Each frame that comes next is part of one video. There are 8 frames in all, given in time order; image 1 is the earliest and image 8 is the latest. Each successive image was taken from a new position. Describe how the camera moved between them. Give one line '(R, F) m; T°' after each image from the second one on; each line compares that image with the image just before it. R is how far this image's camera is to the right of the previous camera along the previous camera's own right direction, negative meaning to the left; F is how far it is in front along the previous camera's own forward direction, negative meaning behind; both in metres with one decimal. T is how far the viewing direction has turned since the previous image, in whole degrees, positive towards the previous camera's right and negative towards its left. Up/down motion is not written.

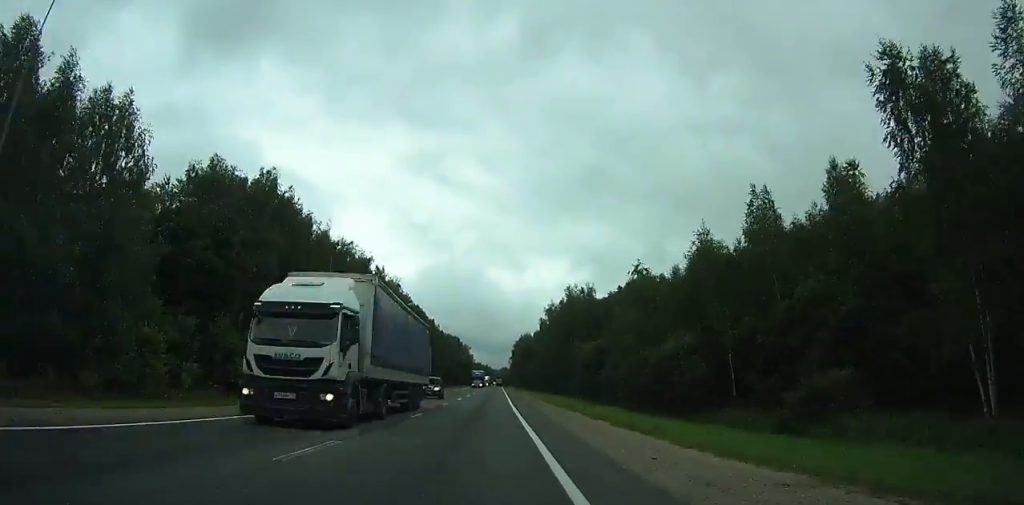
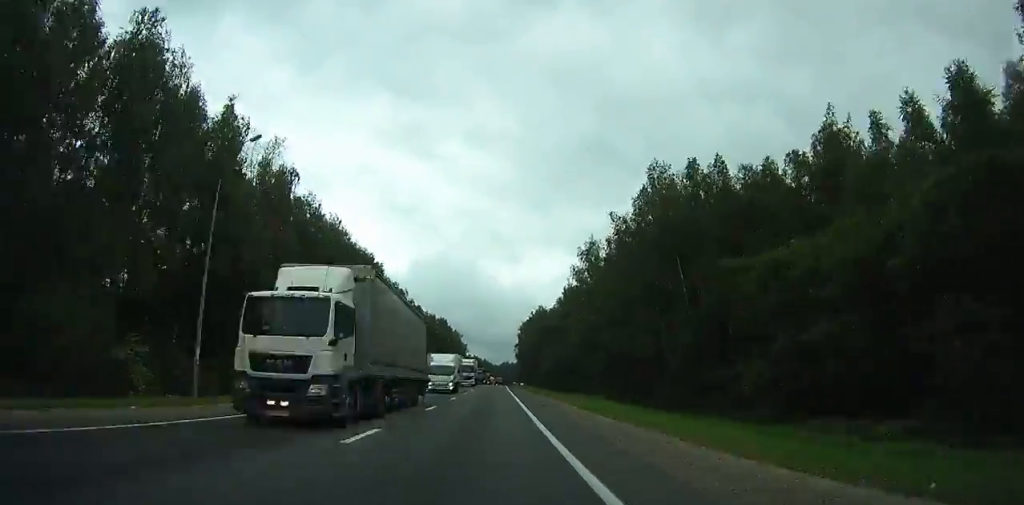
(+0.8, +81.2) m; 0°
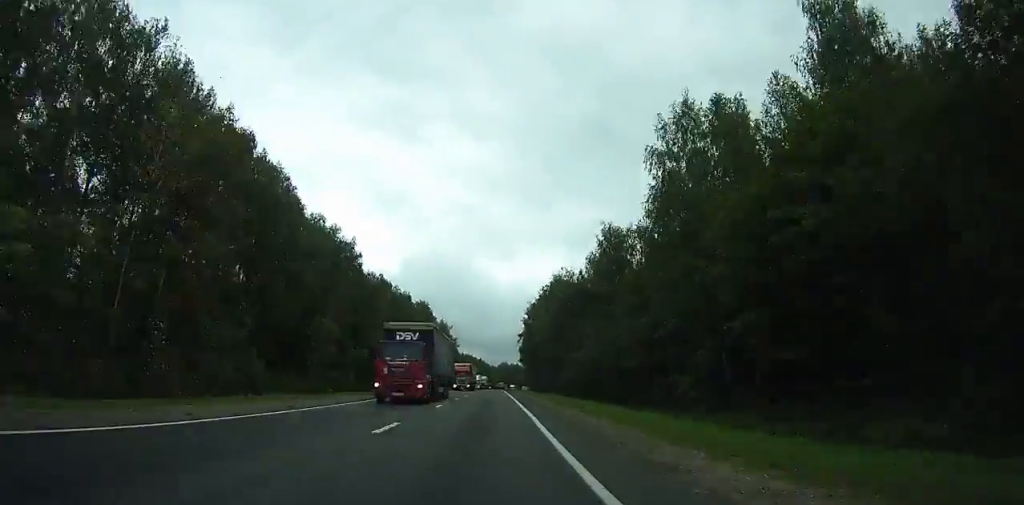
(-0.8, +56.2) m; -1°
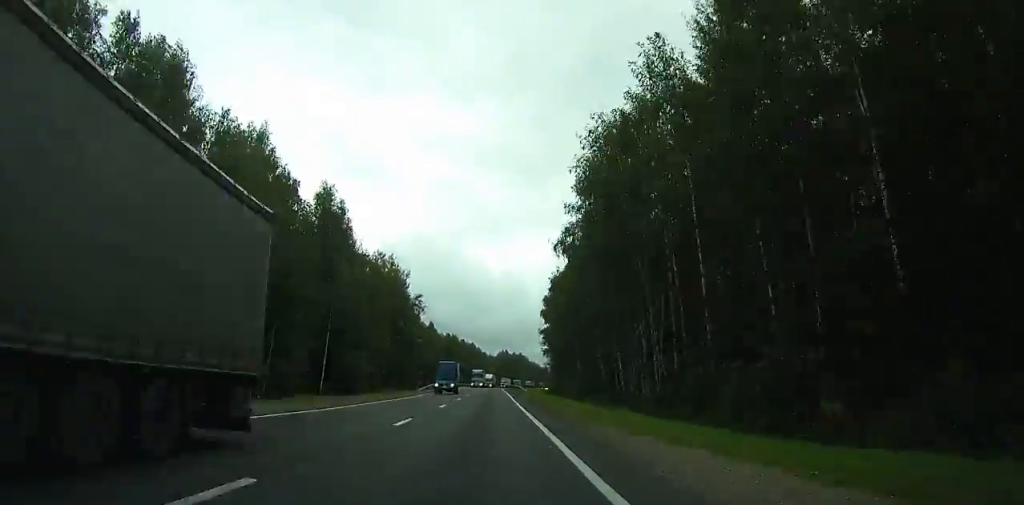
(-0.5, +105.5) m; 0°
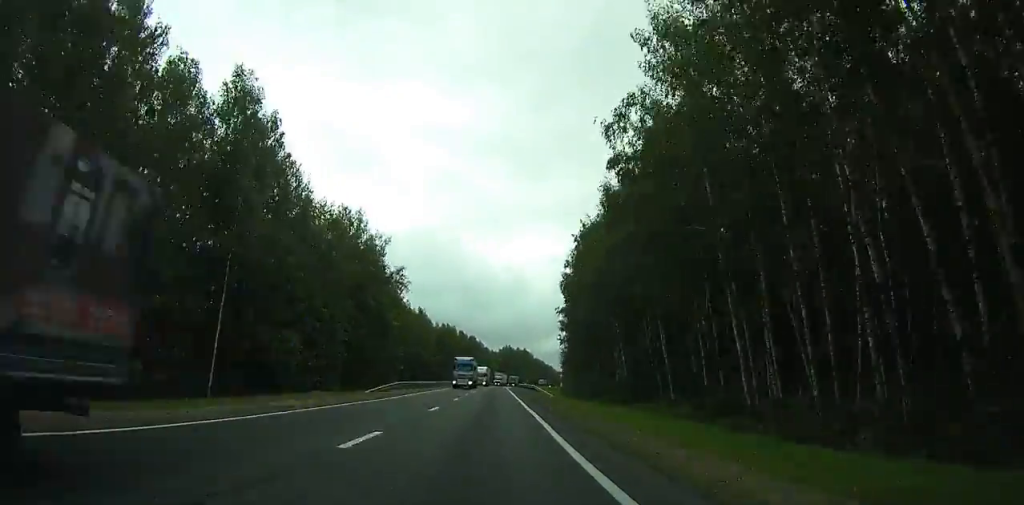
(+0.1, +29.7) m; 0°
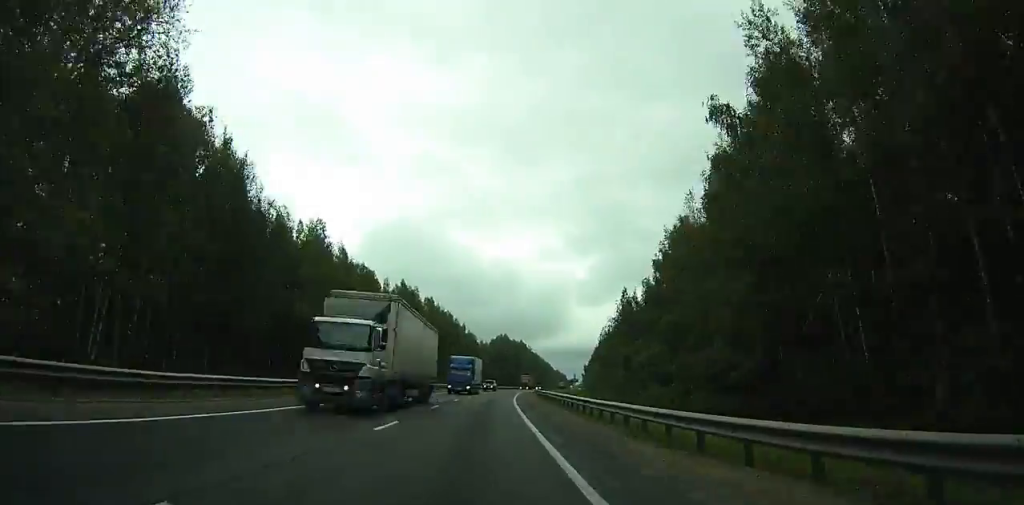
(+0.6, +80.0) m; +1°
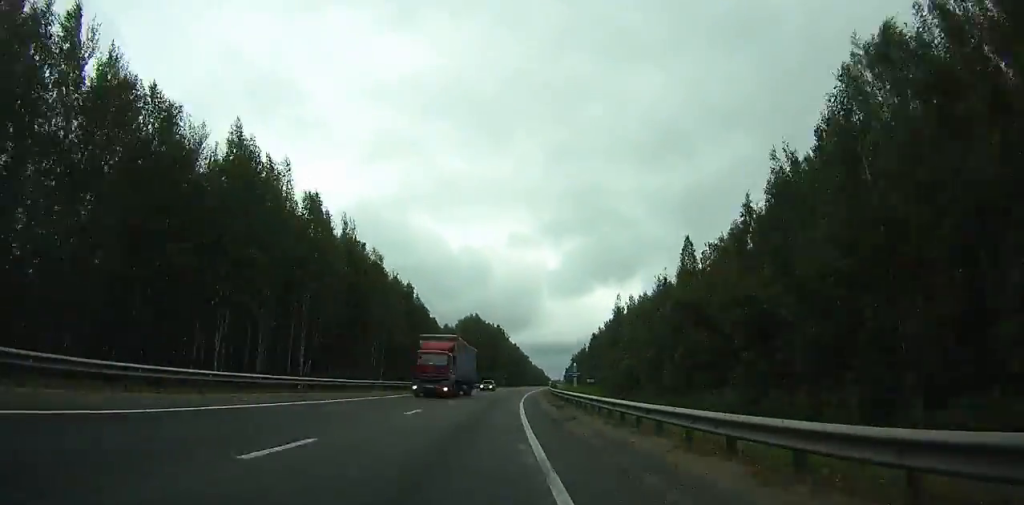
(+0.4, +67.2) m; +2°
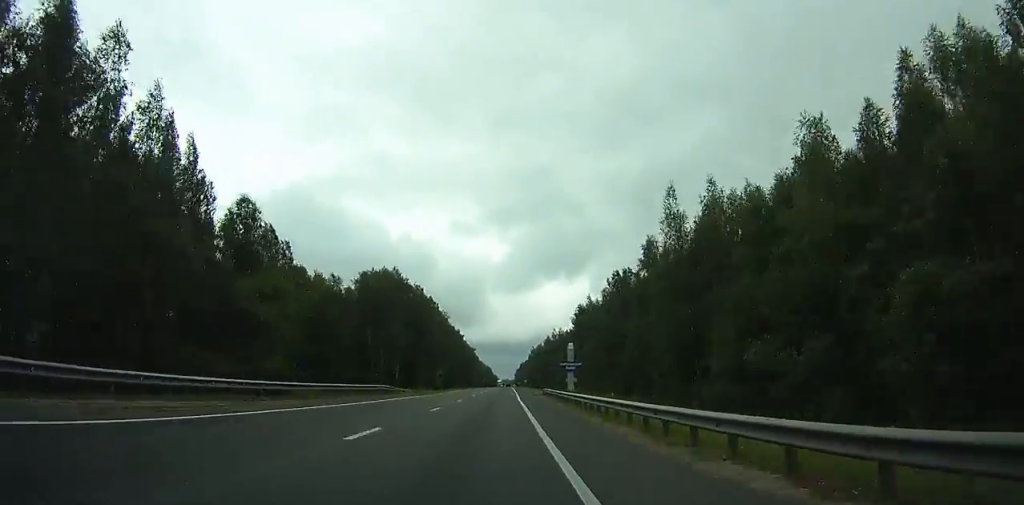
(+3.1, +78.5) m; +5°
